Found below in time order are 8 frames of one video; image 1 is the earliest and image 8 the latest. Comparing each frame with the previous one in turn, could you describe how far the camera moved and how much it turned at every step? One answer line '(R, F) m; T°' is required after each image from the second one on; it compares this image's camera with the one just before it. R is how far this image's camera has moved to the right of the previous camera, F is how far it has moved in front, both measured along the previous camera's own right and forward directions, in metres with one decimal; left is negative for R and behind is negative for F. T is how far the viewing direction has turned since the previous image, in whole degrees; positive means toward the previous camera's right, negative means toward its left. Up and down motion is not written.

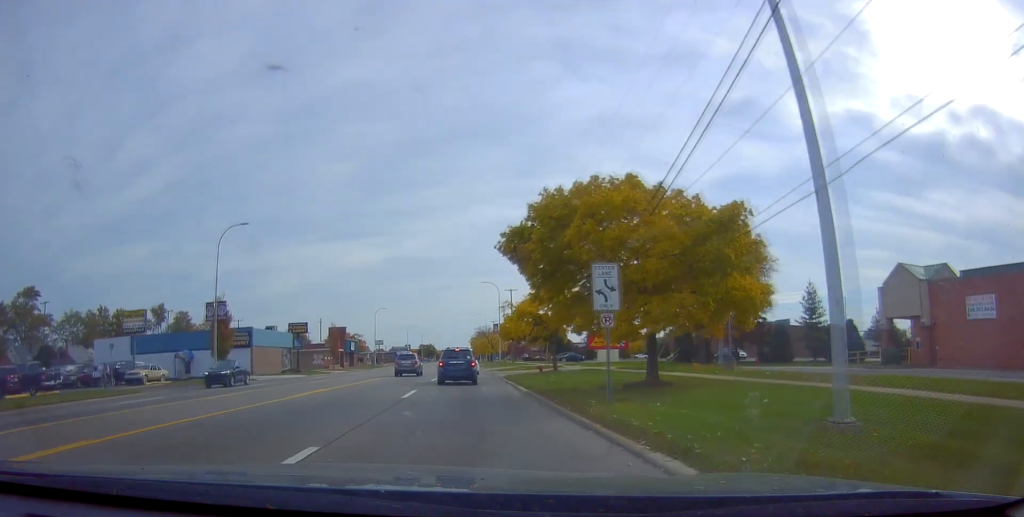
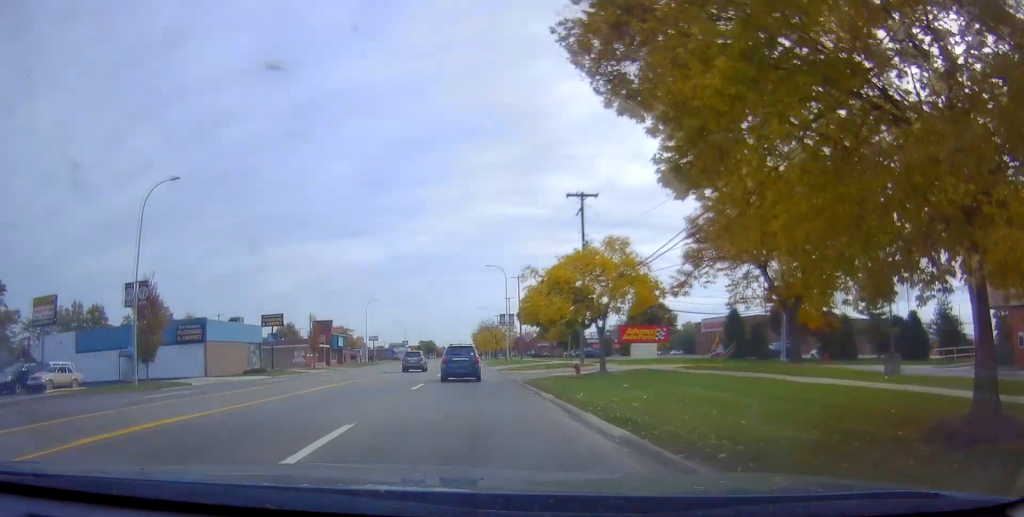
(-0.1, +13.0) m; -2°
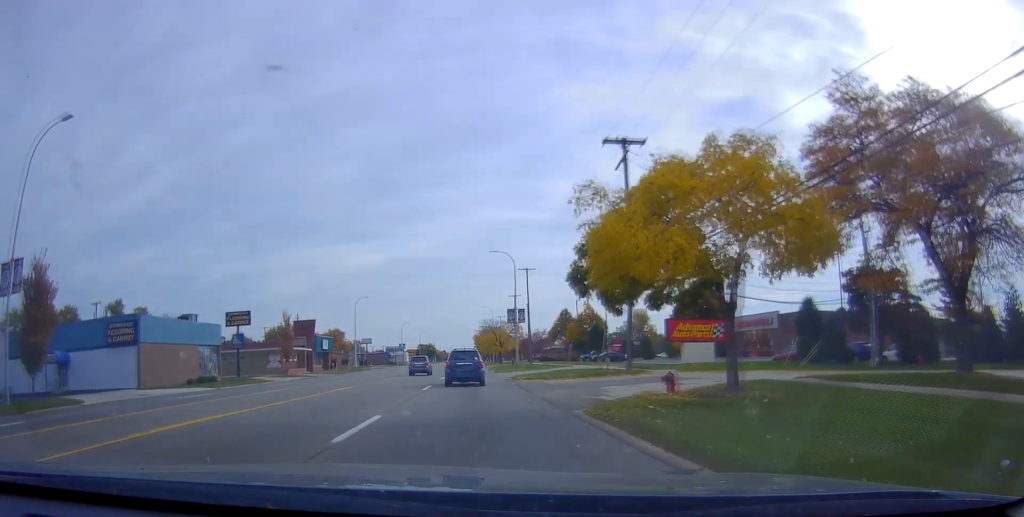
(-0.3, +12.6) m; 0°
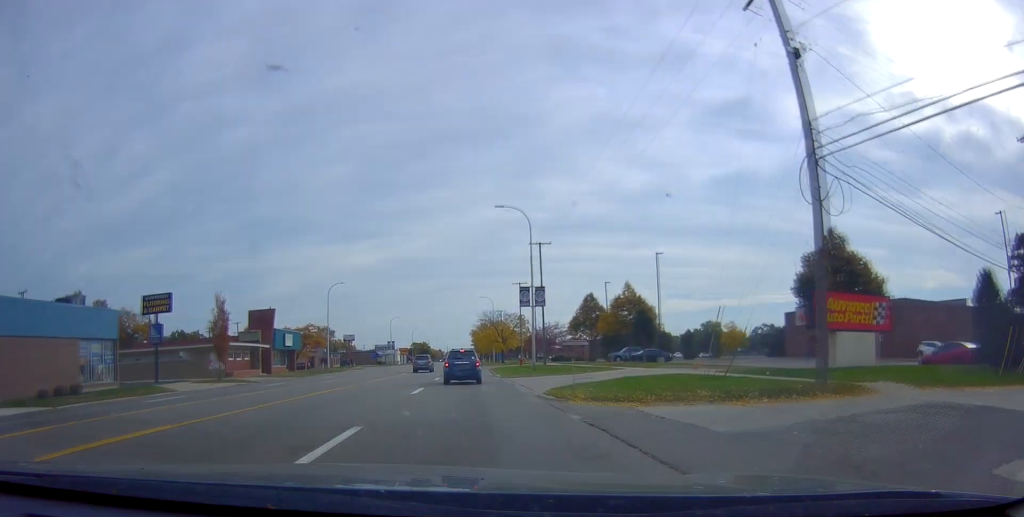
(+0.6, +18.1) m; 0°
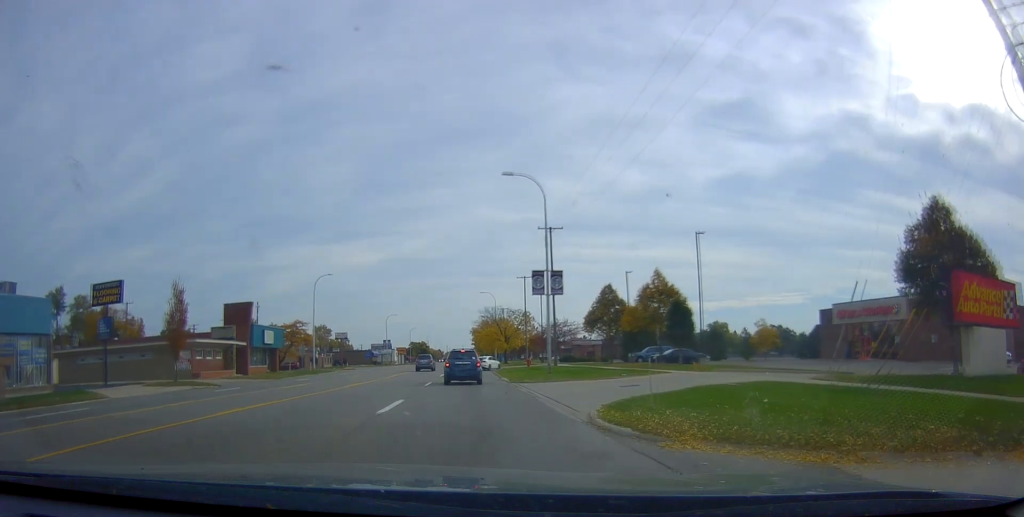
(-0.3, +7.9) m; 0°
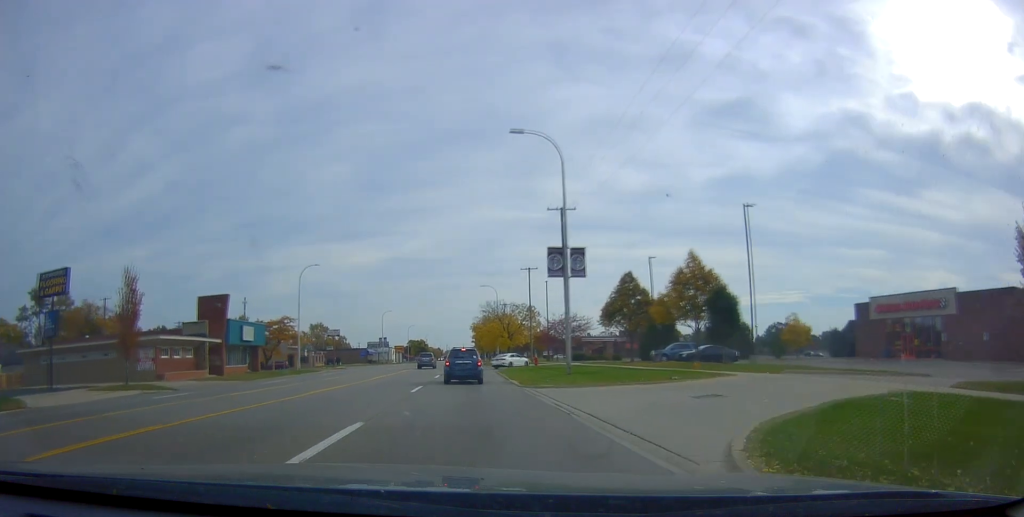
(-0.2, +6.8) m; 0°
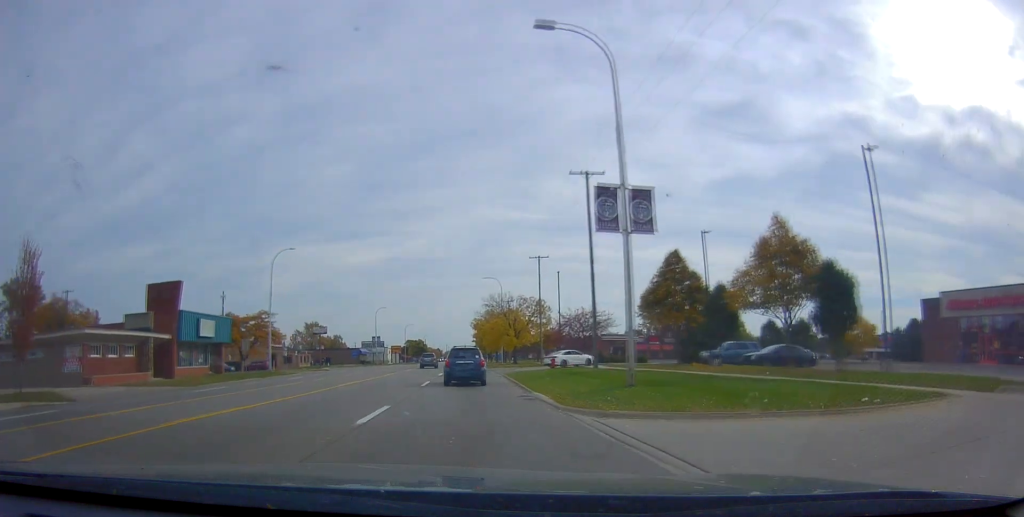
(+0.4, +10.7) m; +2°
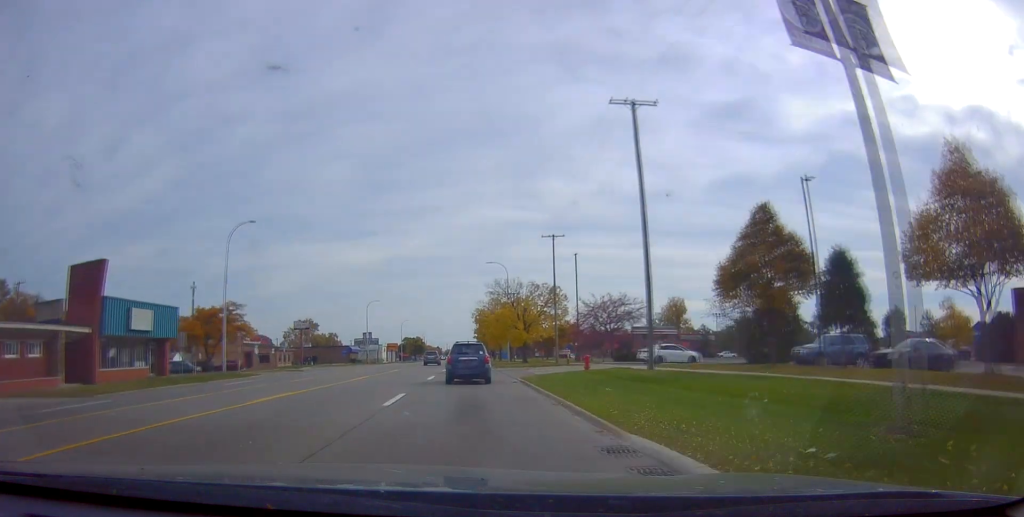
(0.0, +11.8) m; 0°
